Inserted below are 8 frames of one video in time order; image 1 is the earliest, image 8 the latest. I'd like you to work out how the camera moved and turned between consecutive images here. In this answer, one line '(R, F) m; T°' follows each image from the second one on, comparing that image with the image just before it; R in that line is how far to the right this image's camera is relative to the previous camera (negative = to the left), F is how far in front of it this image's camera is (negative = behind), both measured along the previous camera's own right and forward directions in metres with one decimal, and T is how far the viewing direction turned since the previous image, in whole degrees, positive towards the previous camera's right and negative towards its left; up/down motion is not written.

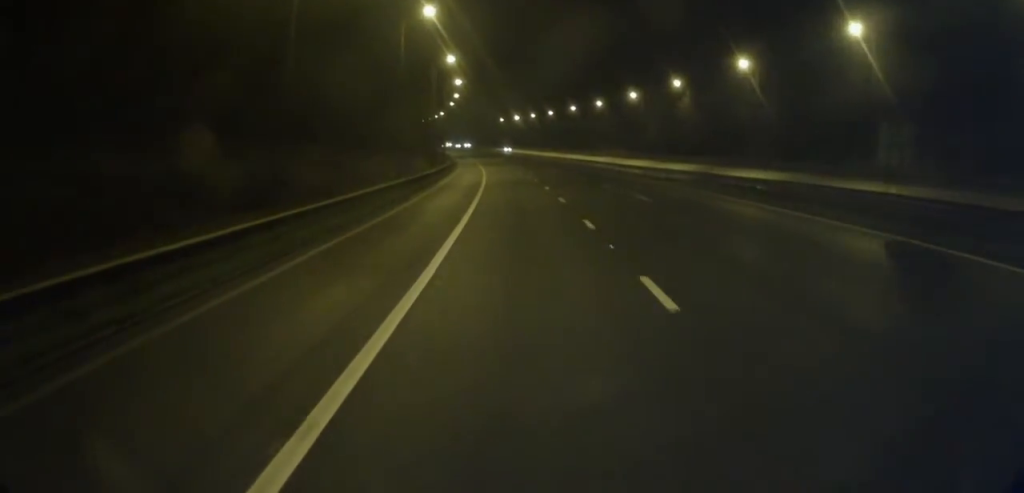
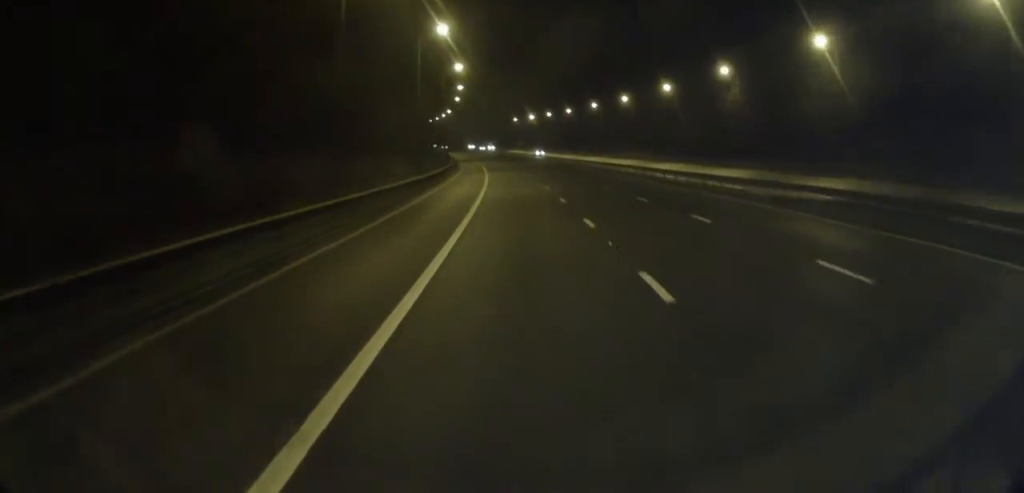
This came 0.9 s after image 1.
(-0.7, +17.6) m; -3°
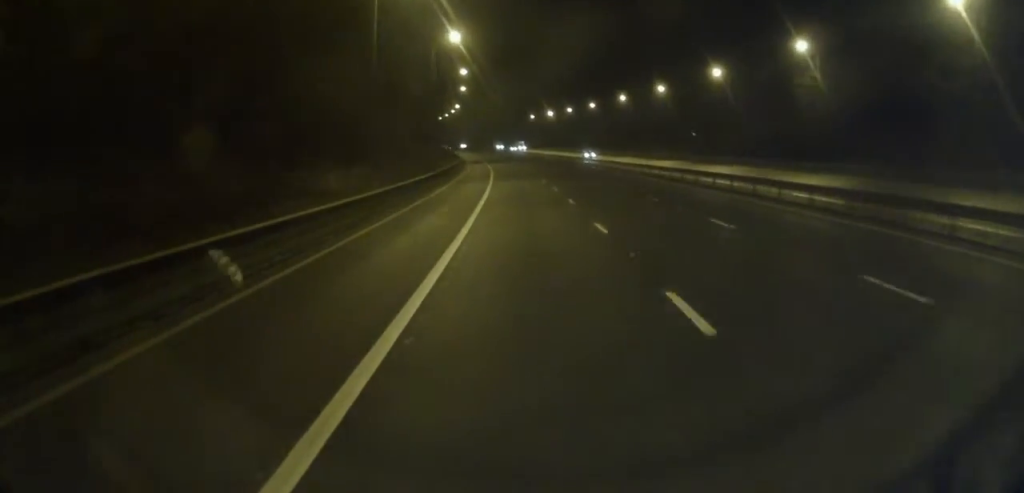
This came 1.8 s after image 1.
(-0.3, +19.7) m; -1°
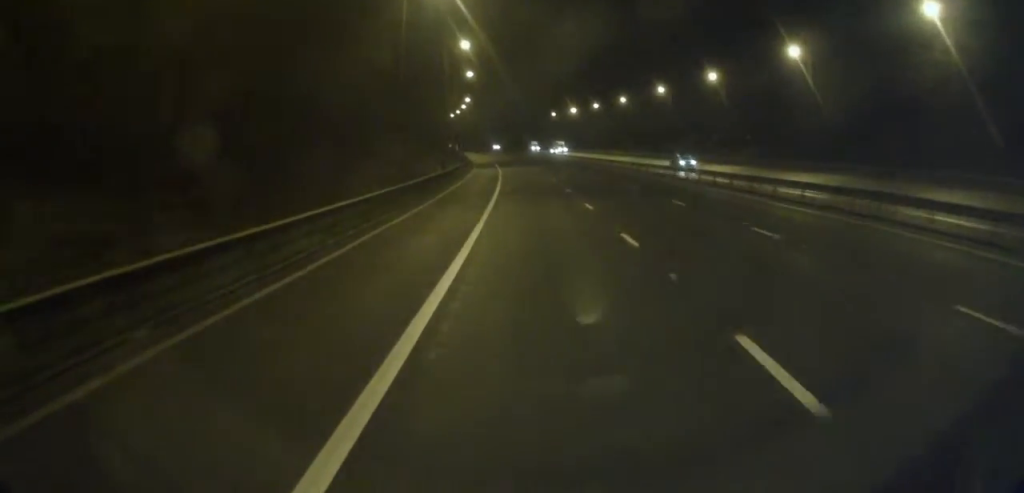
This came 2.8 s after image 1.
(0.0, +20.4) m; -1°
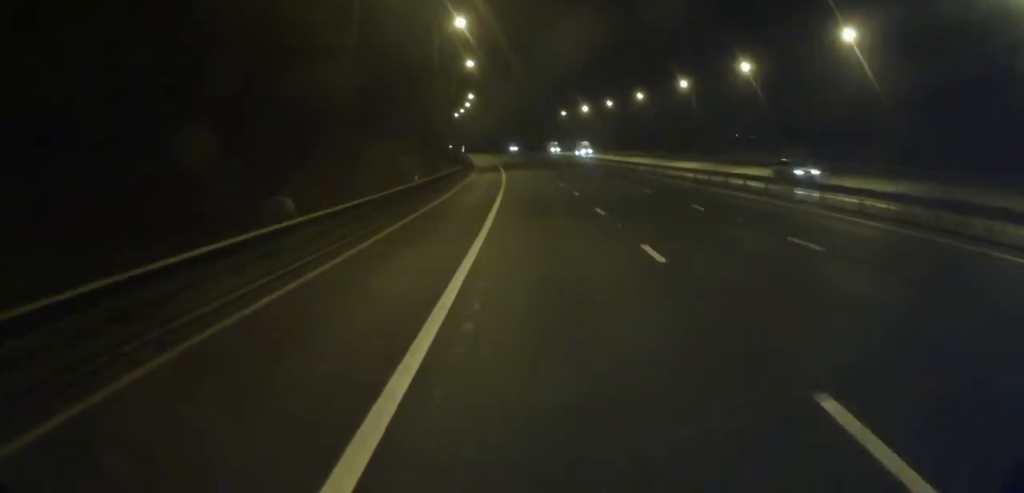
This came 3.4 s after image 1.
(+0.1, +10.9) m; -1°
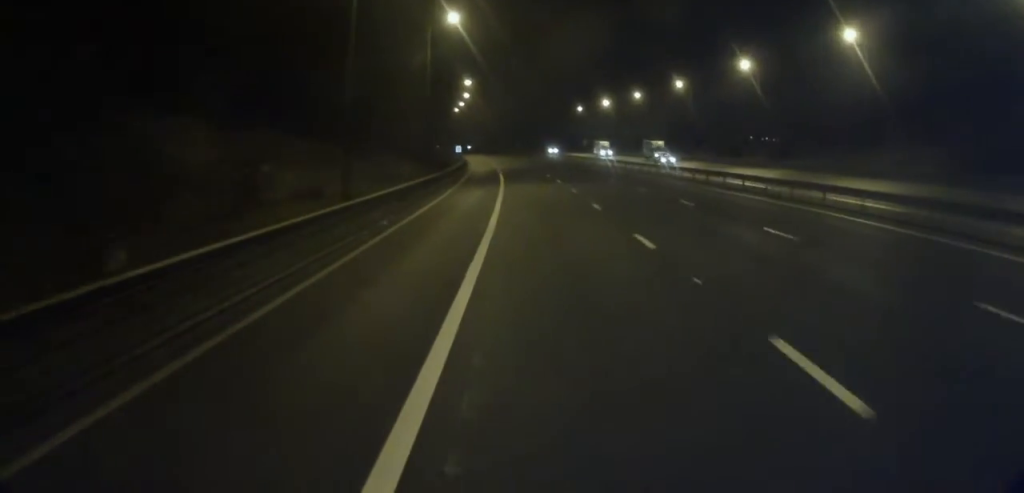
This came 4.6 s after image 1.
(-0.9, +25.2) m; -3°
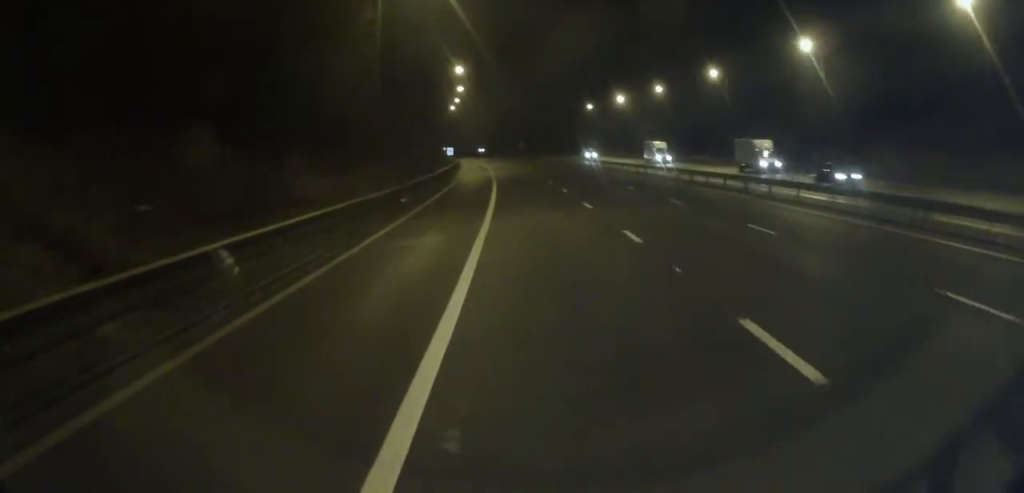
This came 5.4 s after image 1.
(-0.4, +17.1) m; 0°
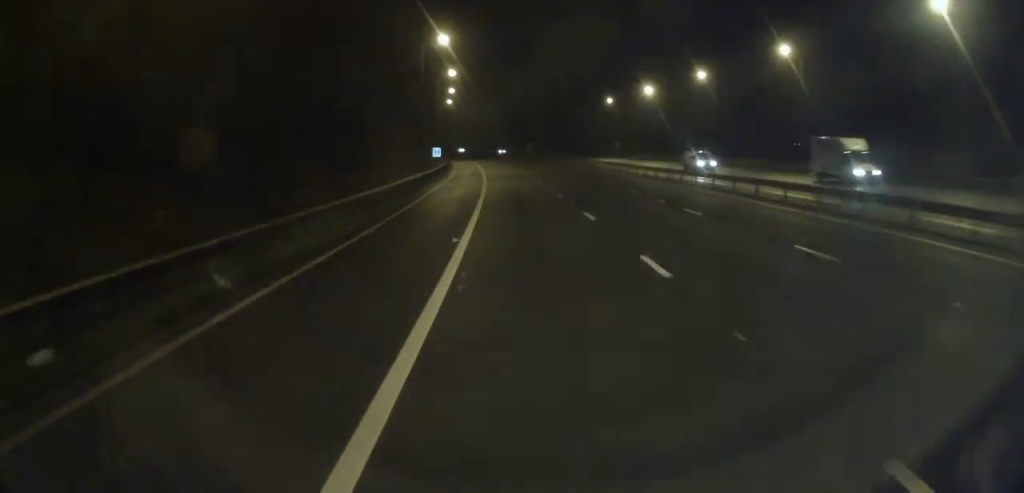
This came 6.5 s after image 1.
(+0.5, +21.9) m; 0°
